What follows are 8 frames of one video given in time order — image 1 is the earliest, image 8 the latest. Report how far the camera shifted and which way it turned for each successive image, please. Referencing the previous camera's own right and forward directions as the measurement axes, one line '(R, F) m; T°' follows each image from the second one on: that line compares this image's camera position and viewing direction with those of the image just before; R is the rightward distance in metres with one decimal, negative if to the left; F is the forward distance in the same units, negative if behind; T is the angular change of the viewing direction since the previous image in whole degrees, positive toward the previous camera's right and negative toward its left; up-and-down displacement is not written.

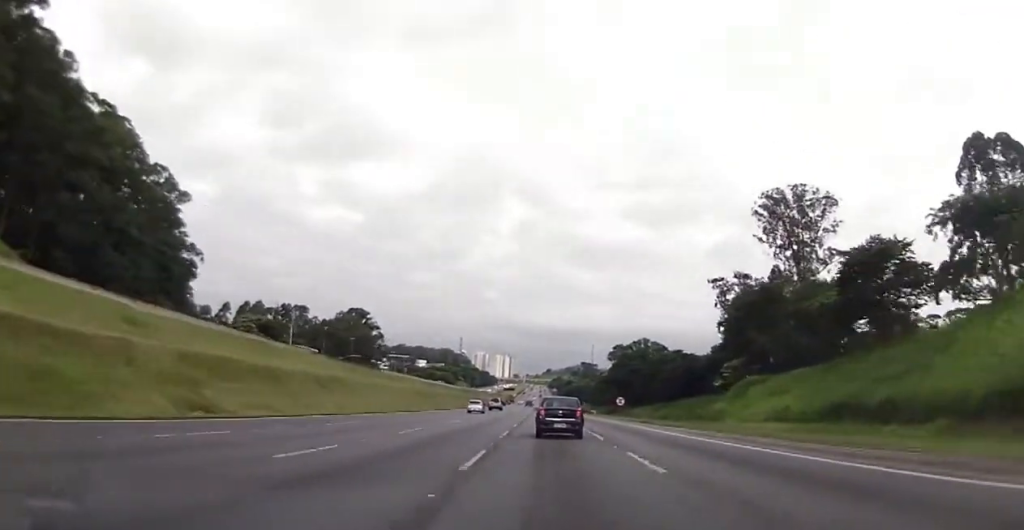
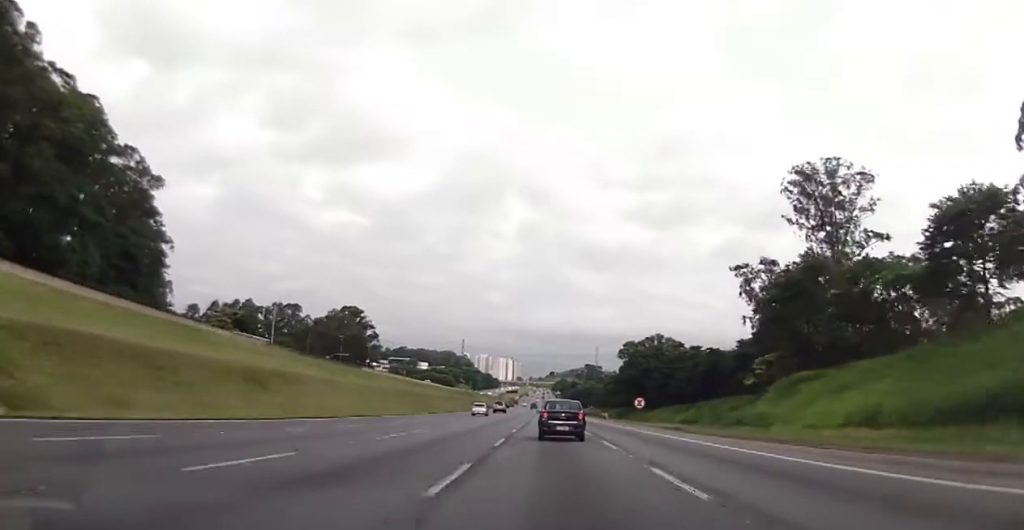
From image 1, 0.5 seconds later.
(-0.1, +15.4) m; 0°
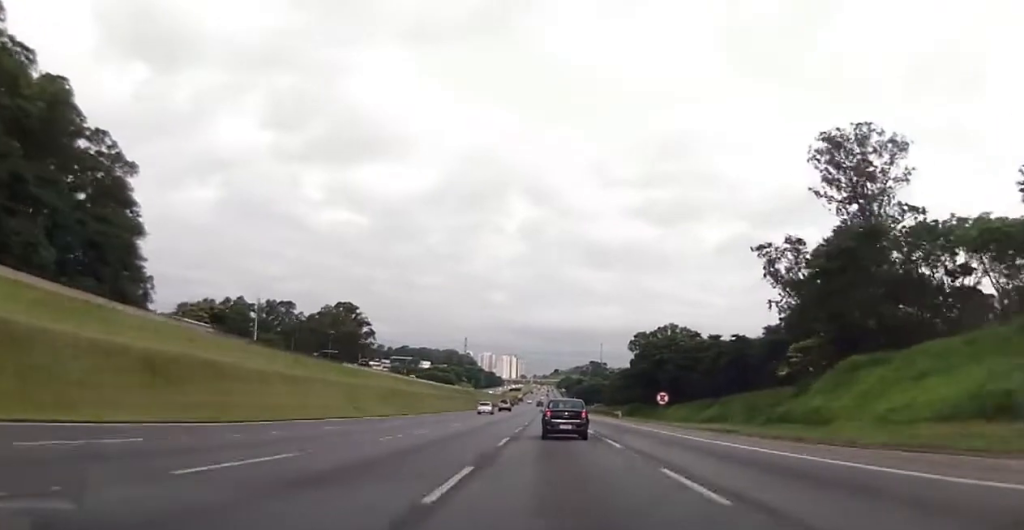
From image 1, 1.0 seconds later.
(0.0, +12.5) m; 0°
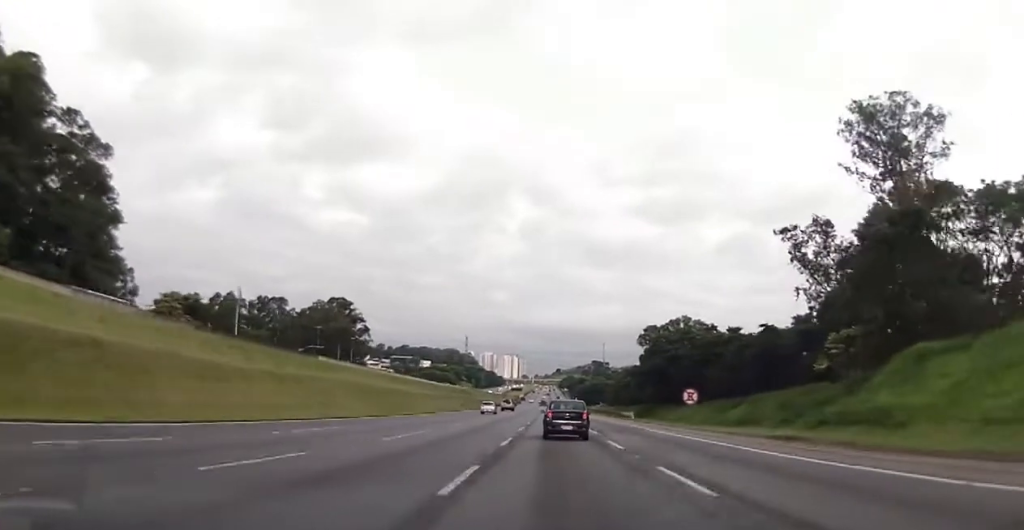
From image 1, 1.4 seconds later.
(0.0, +11.6) m; 0°
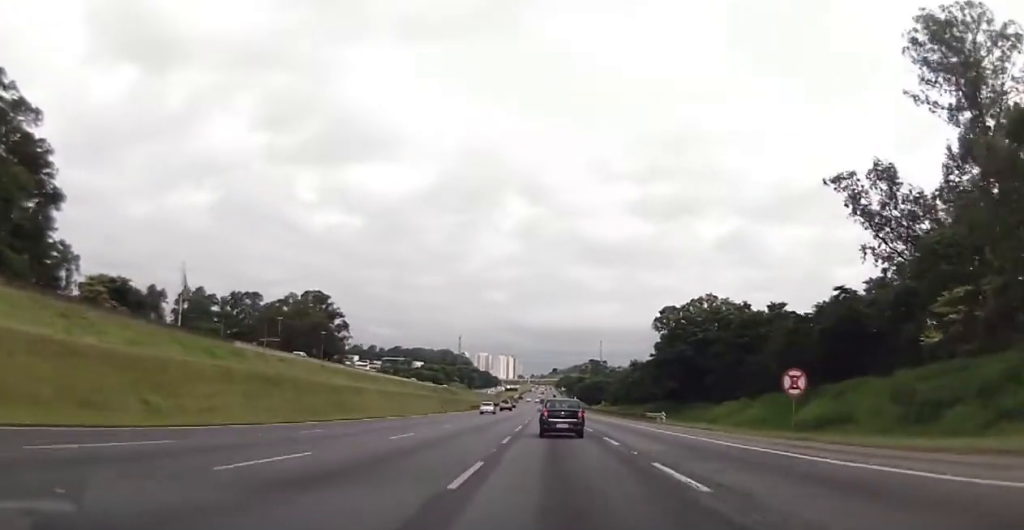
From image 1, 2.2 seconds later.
(+0.1, +23.2) m; -1°
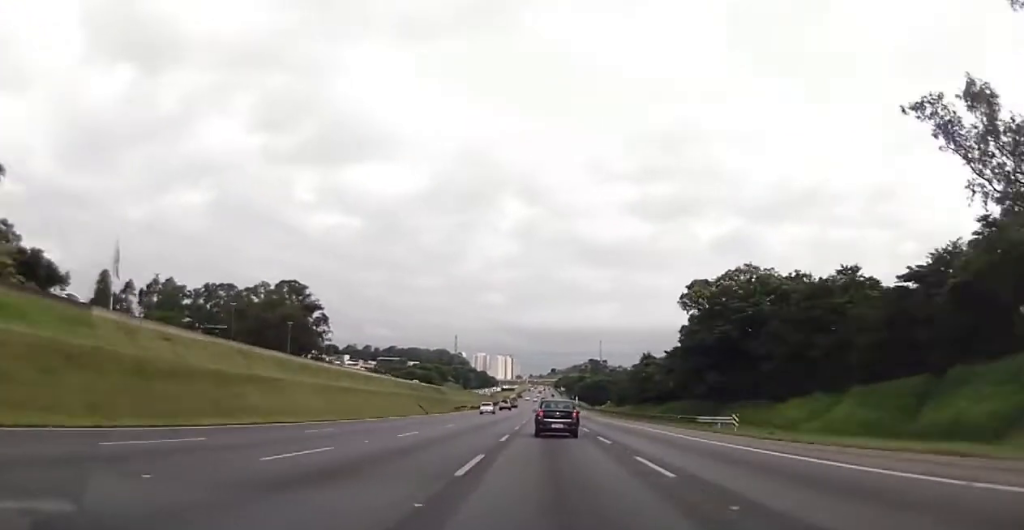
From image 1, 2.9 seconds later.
(-0.2, +22.2) m; -1°
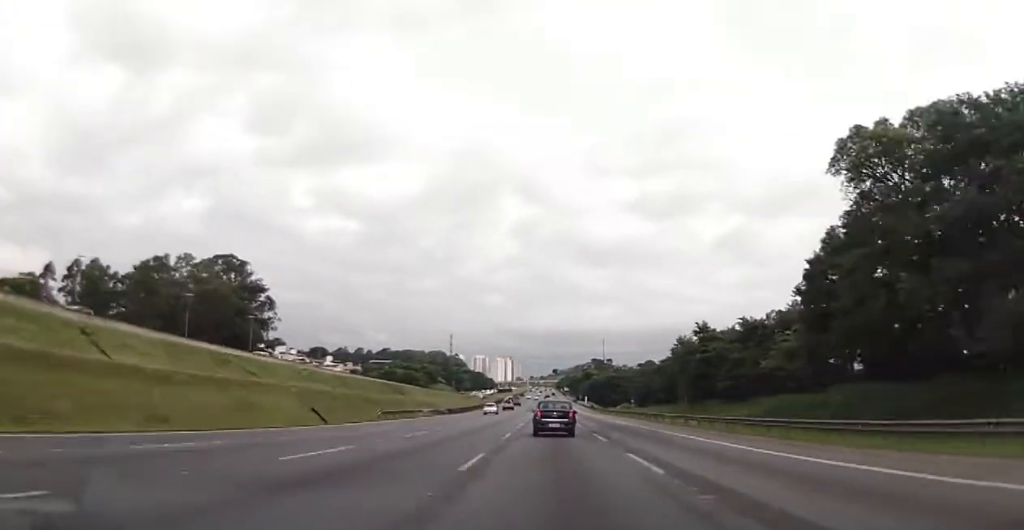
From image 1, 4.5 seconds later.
(0.0, +46.7) m; 0°
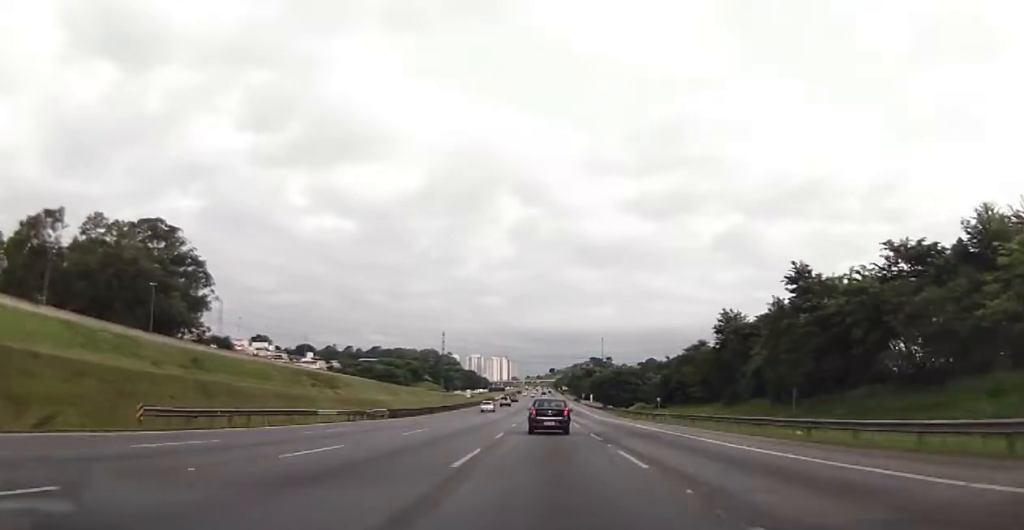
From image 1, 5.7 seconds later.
(-0.1, +35.5) m; 0°
